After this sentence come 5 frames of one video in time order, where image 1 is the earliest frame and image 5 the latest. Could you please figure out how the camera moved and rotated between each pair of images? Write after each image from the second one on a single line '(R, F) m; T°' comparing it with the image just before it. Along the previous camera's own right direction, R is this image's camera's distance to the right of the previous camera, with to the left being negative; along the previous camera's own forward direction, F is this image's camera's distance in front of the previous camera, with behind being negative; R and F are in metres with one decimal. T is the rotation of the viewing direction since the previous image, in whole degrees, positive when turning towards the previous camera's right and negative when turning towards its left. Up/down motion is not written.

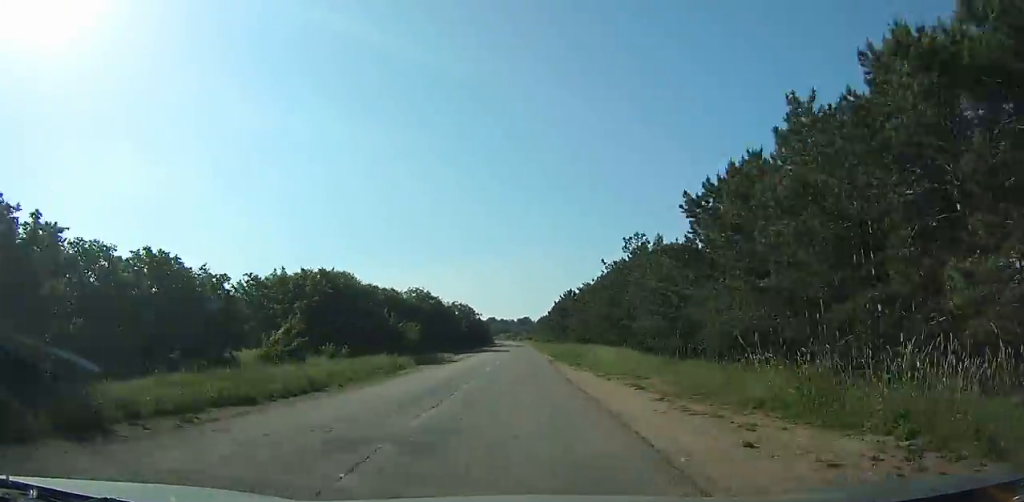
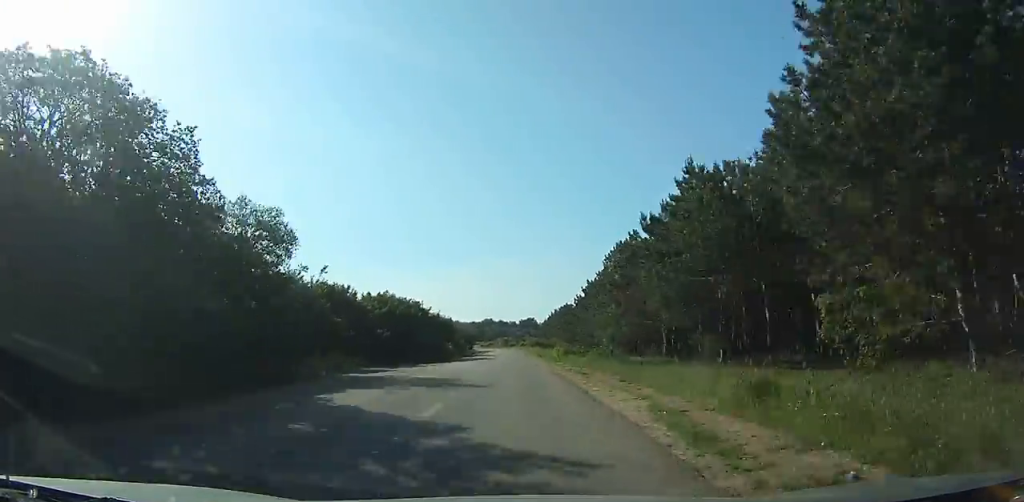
(+0.8, +88.8) m; +1°
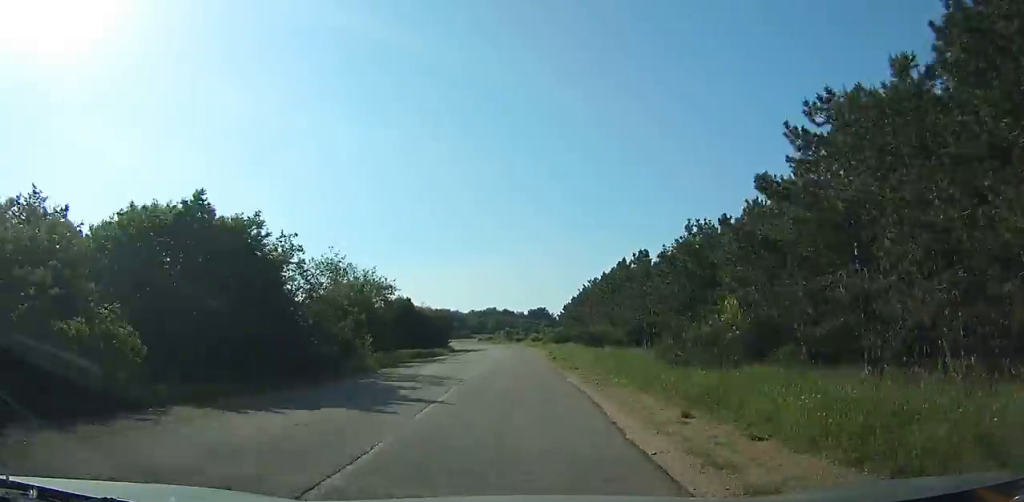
(-0.4, +57.1) m; -1°
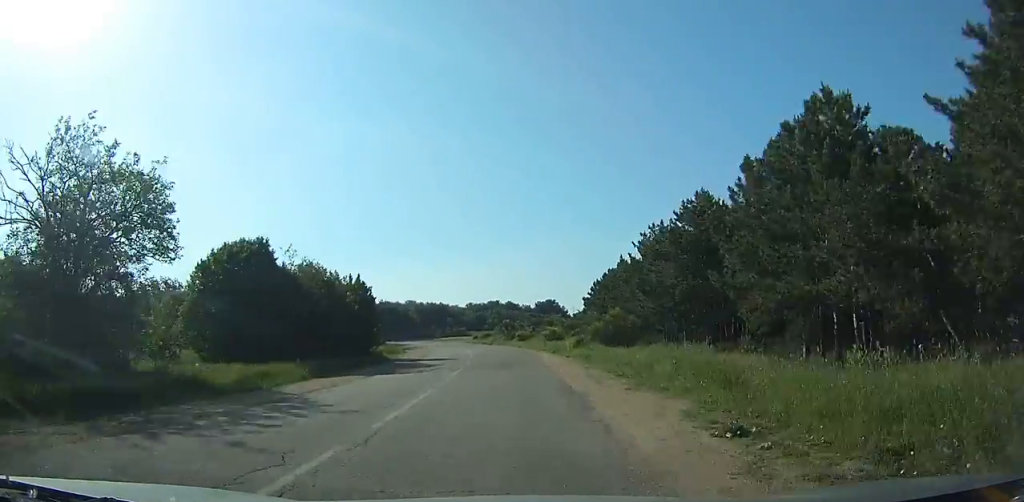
(-0.2, +39.7) m; -1°
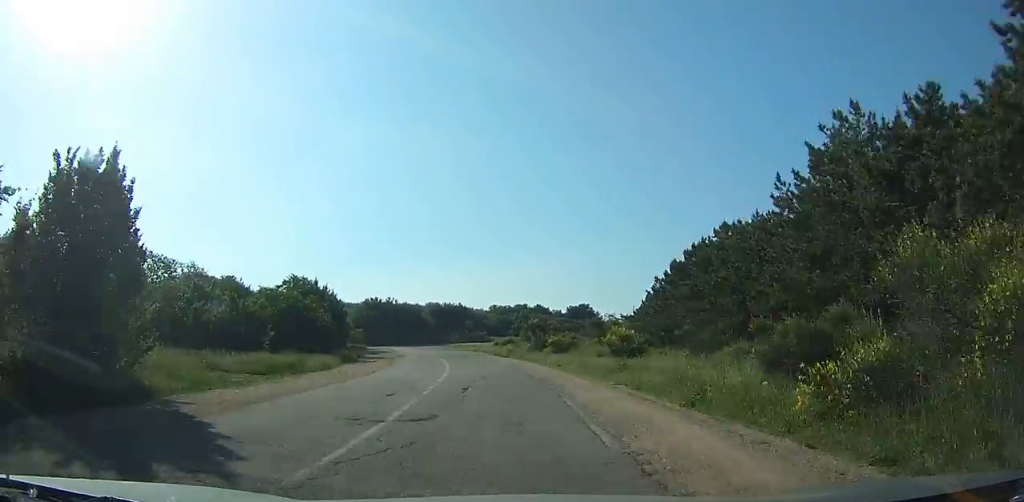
(0.0, +25.3) m; -8°
